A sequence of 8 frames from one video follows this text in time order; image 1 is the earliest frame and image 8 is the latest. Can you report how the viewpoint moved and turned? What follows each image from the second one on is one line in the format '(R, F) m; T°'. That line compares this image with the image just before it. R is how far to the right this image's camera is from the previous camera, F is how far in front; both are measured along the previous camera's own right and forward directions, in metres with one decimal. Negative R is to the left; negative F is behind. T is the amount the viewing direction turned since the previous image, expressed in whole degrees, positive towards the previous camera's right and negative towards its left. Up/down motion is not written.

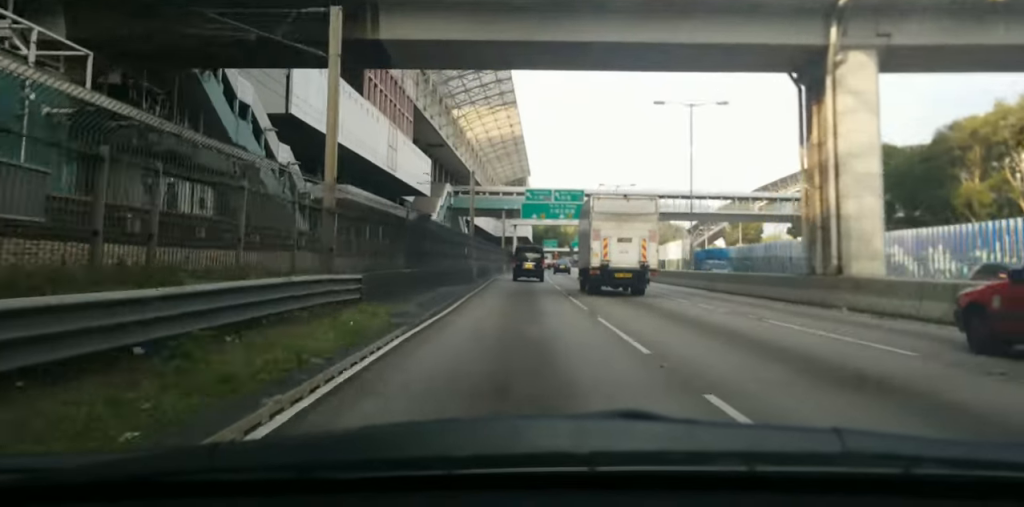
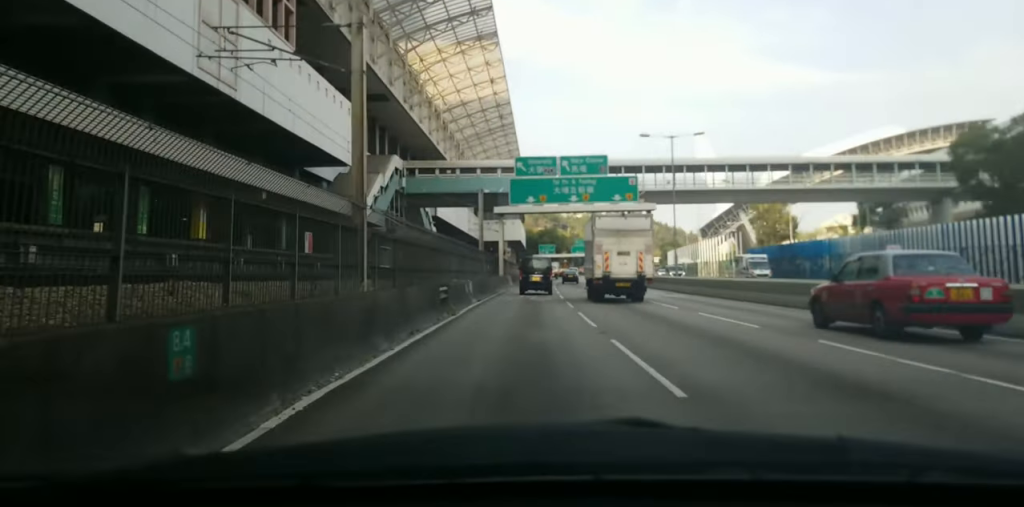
(-0.6, +38.5) m; -1°
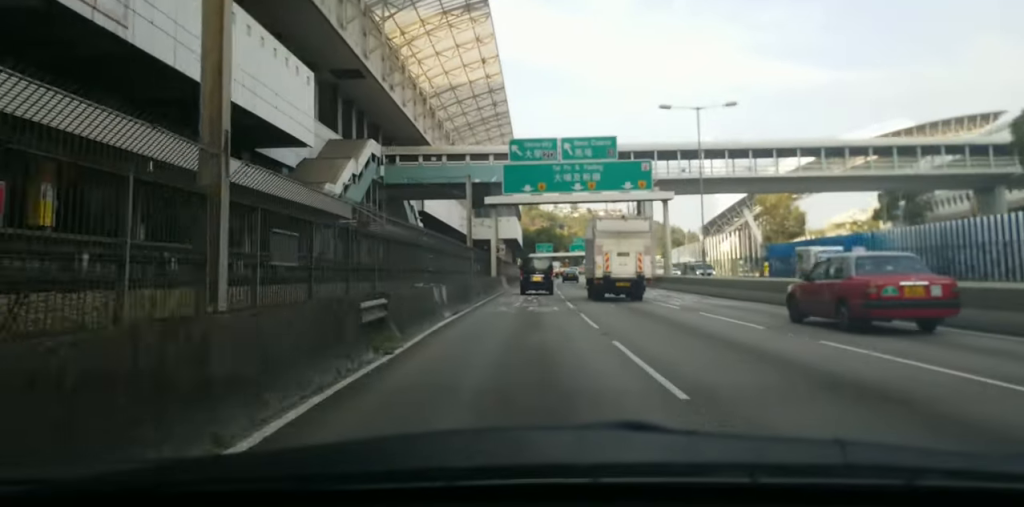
(-0.1, +9.7) m; +1°
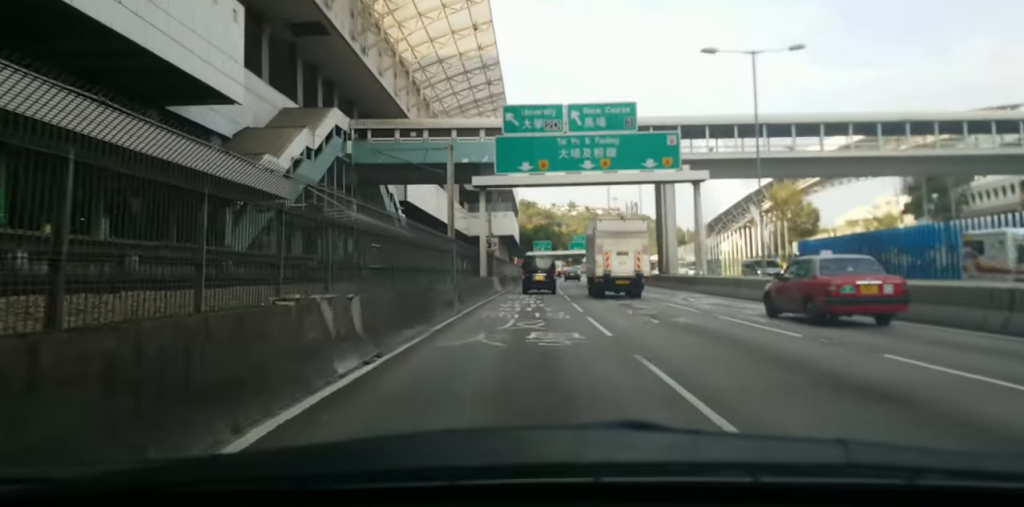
(+0.2, +11.3) m; +1°
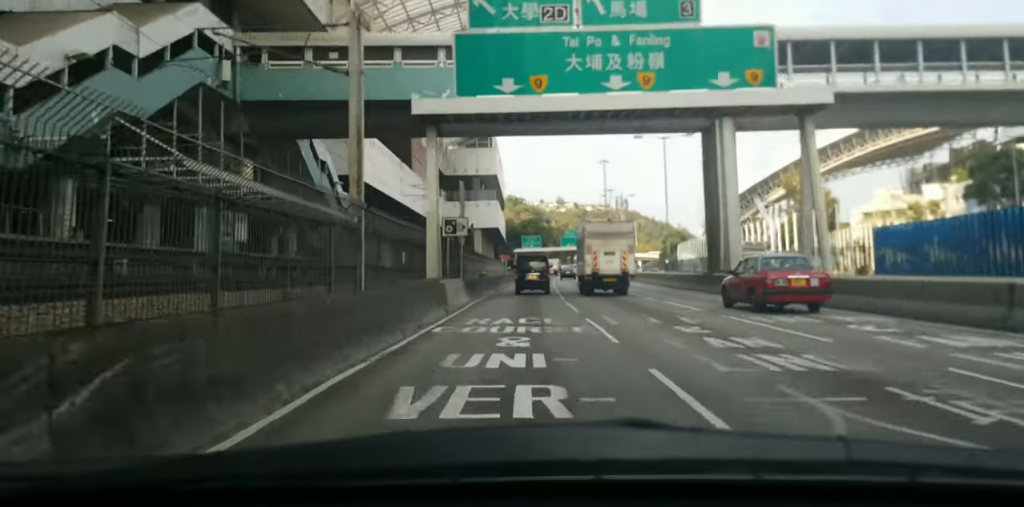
(+0.3, +20.3) m; 0°
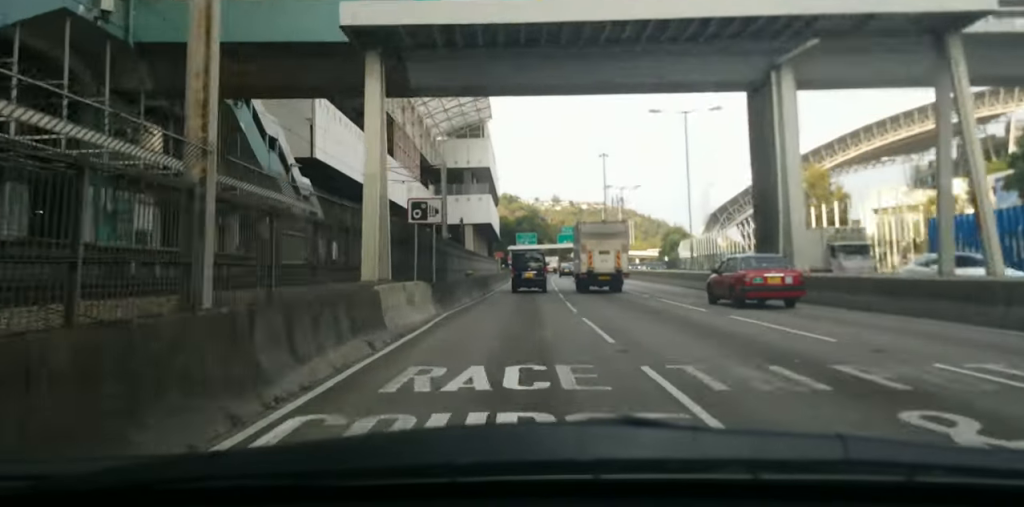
(+0.1, +8.9) m; -1°
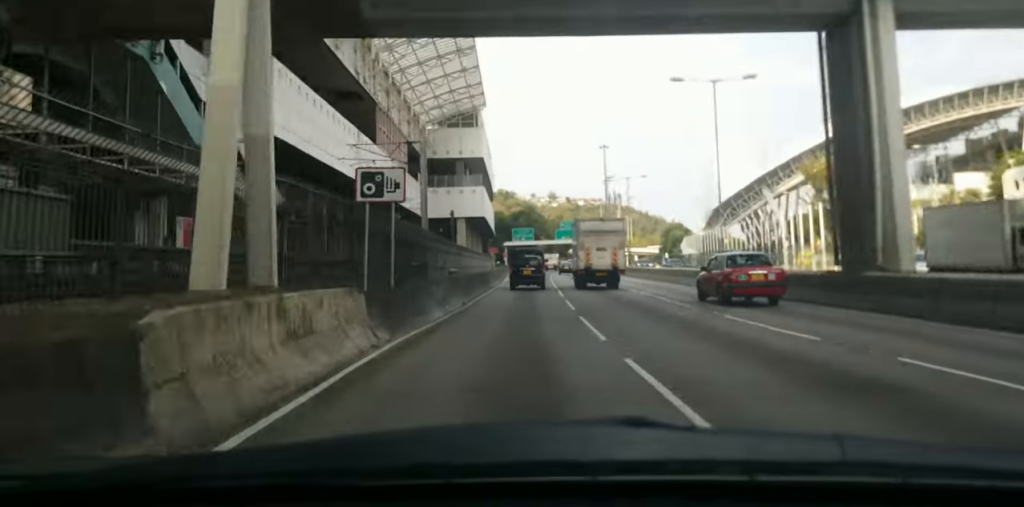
(-0.1, +8.9) m; -1°
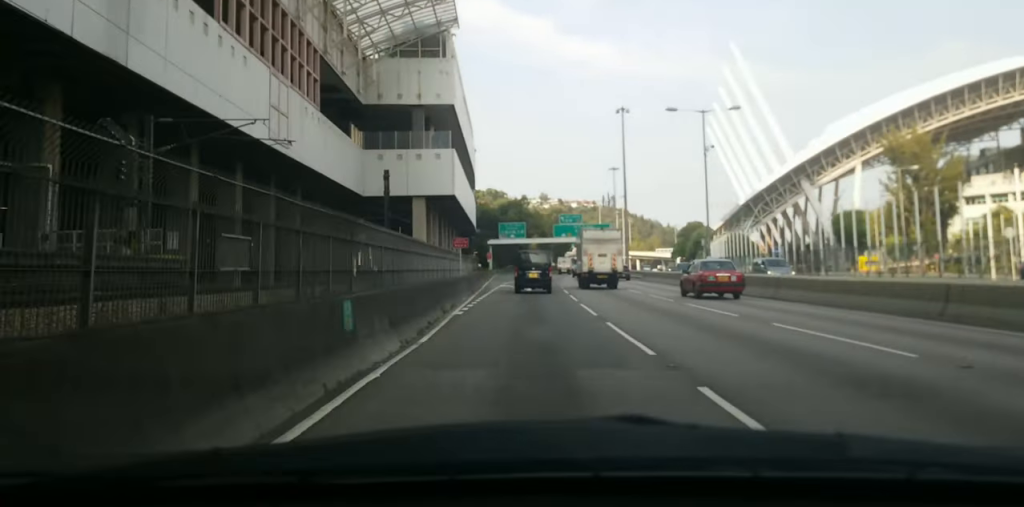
(-0.4, +38.9) m; +1°
